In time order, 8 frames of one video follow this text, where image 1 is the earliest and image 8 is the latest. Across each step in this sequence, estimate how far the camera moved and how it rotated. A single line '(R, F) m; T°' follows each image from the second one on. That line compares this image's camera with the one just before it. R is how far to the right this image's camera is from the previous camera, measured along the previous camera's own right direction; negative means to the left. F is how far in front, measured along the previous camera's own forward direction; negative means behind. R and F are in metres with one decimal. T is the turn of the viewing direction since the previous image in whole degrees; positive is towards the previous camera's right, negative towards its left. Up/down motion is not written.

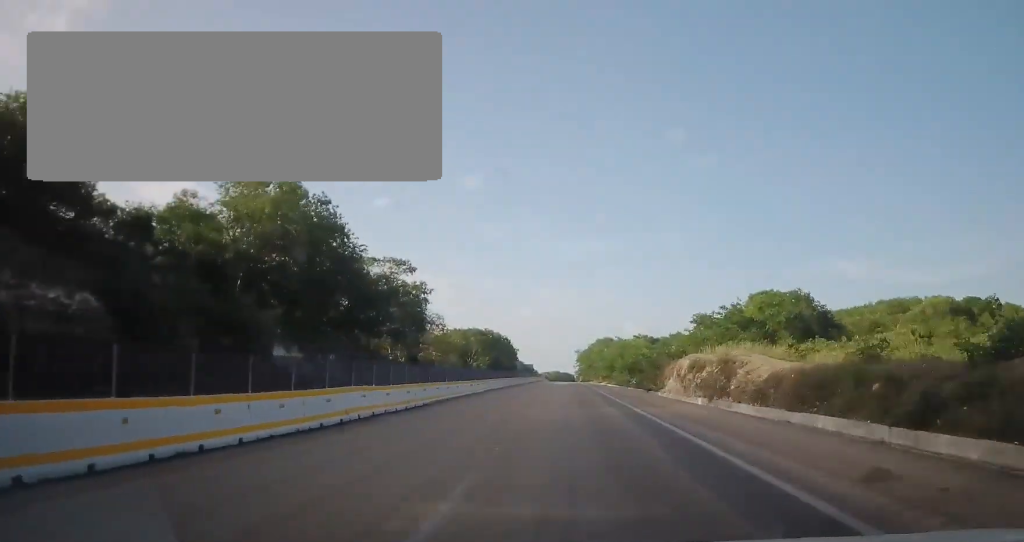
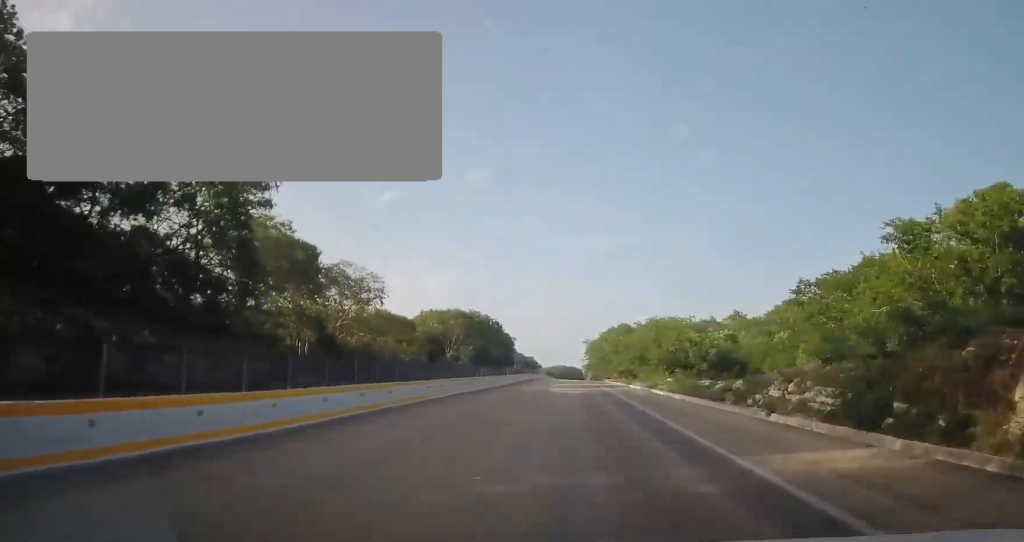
(-0.5, +41.1) m; -1°
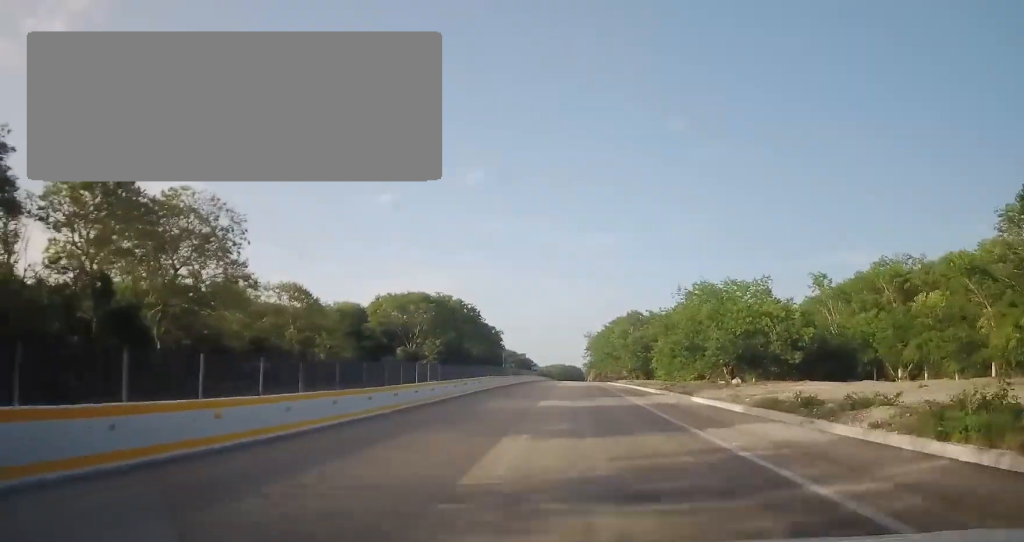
(-0.2, +32.8) m; 0°
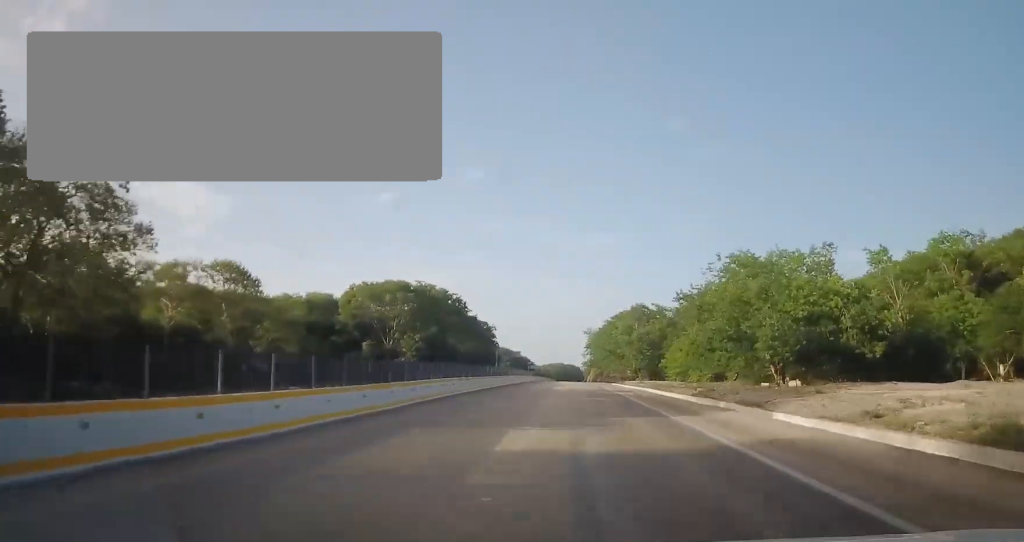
(+0.1, +13.1) m; 0°
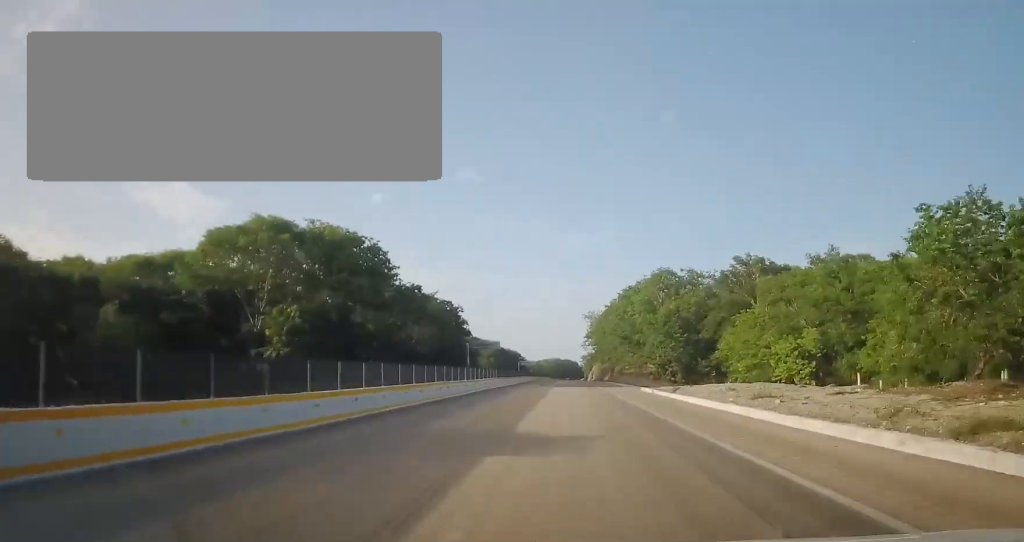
(+0.3, +40.4) m; +2°
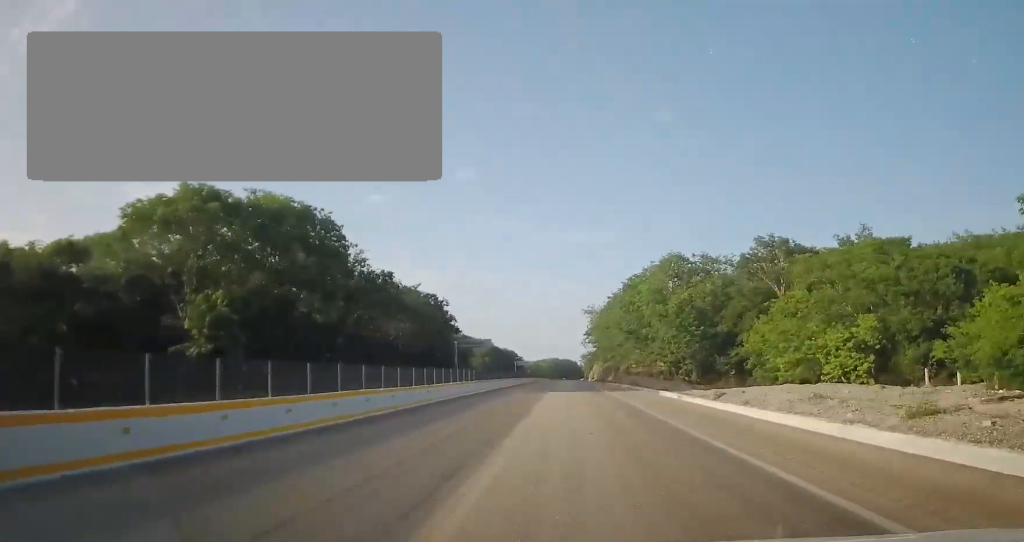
(+0.2, +11.2) m; +1°
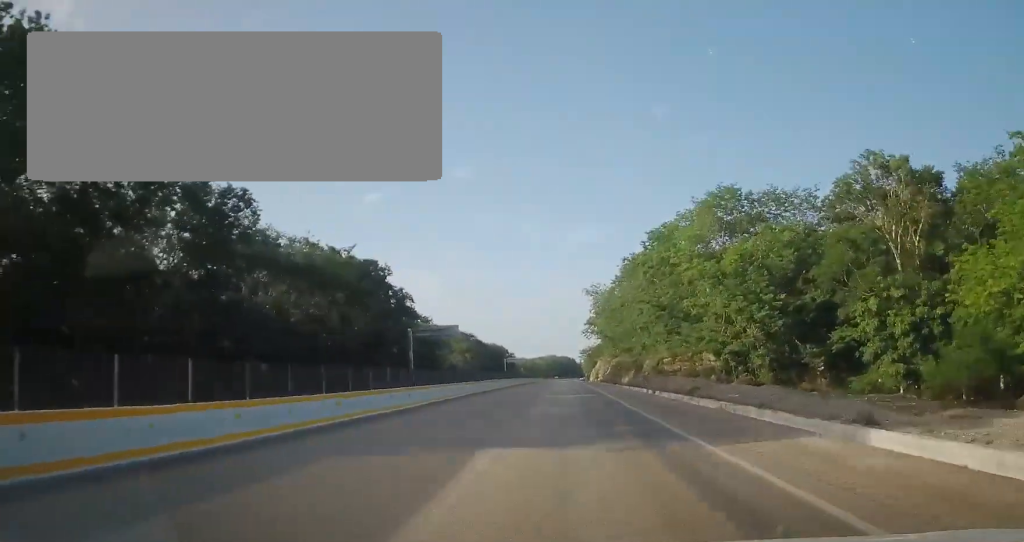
(+0.1, +29.2) m; 0°
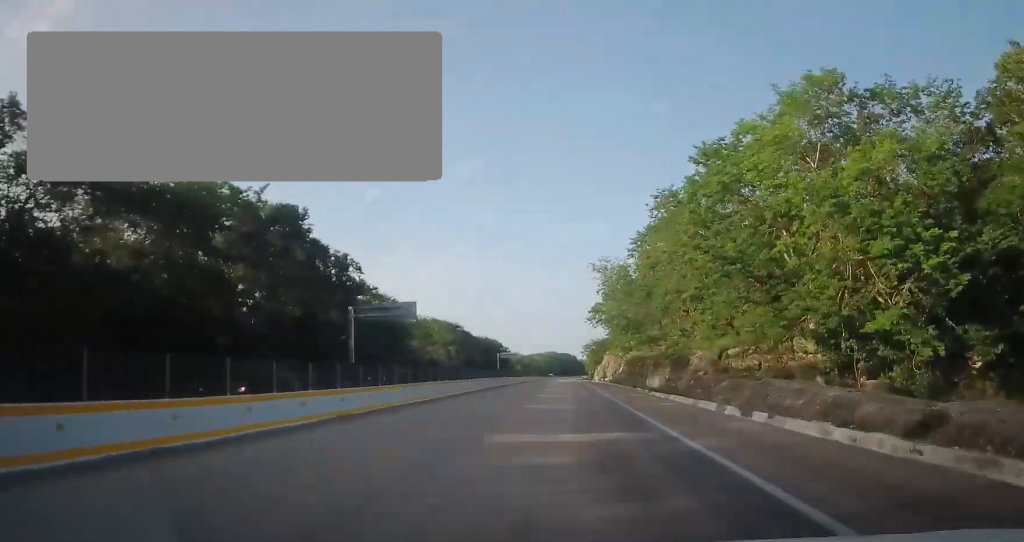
(0.0, +21.6) m; +1°
